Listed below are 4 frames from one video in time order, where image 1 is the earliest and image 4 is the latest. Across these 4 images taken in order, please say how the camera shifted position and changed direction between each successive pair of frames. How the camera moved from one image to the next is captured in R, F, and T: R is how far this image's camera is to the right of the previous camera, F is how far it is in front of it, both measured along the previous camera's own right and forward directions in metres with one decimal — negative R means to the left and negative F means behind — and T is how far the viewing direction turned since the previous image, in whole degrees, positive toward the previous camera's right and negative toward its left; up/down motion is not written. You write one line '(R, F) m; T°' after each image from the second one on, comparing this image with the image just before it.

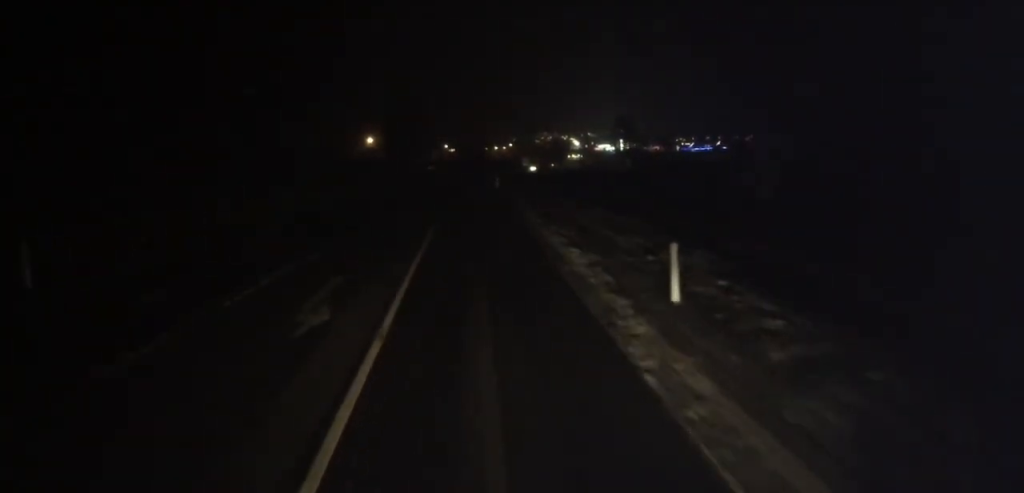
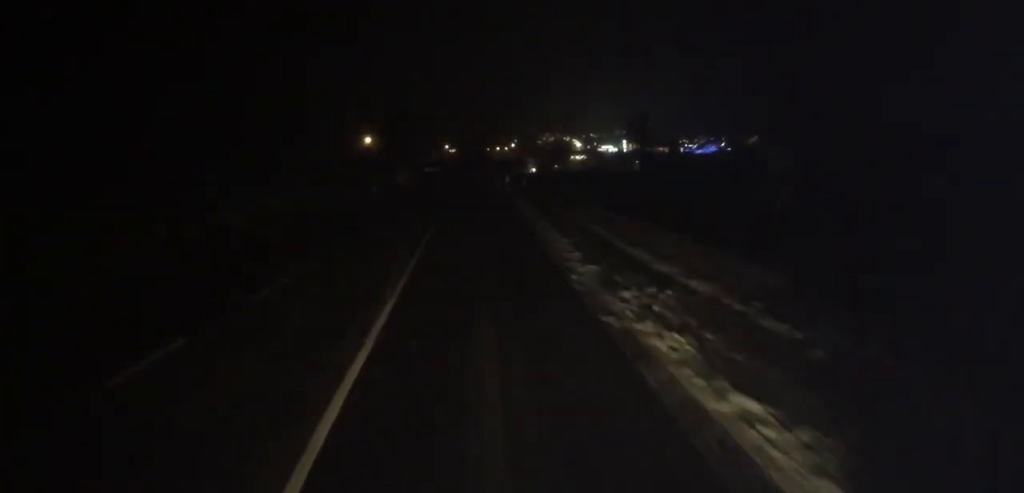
(+0.1, +11.7) m; 0°
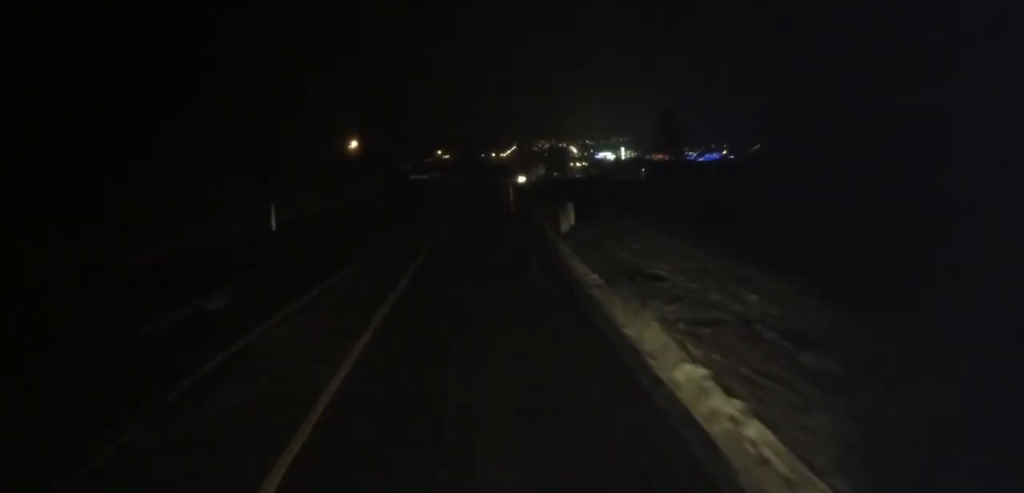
(0.0, +25.5) m; 0°
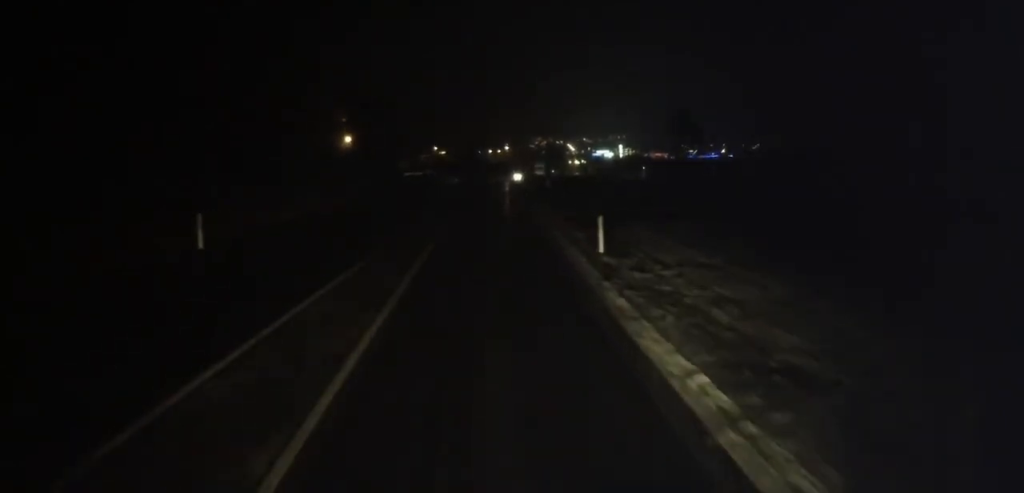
(0.0, +7.3) m; 0°
